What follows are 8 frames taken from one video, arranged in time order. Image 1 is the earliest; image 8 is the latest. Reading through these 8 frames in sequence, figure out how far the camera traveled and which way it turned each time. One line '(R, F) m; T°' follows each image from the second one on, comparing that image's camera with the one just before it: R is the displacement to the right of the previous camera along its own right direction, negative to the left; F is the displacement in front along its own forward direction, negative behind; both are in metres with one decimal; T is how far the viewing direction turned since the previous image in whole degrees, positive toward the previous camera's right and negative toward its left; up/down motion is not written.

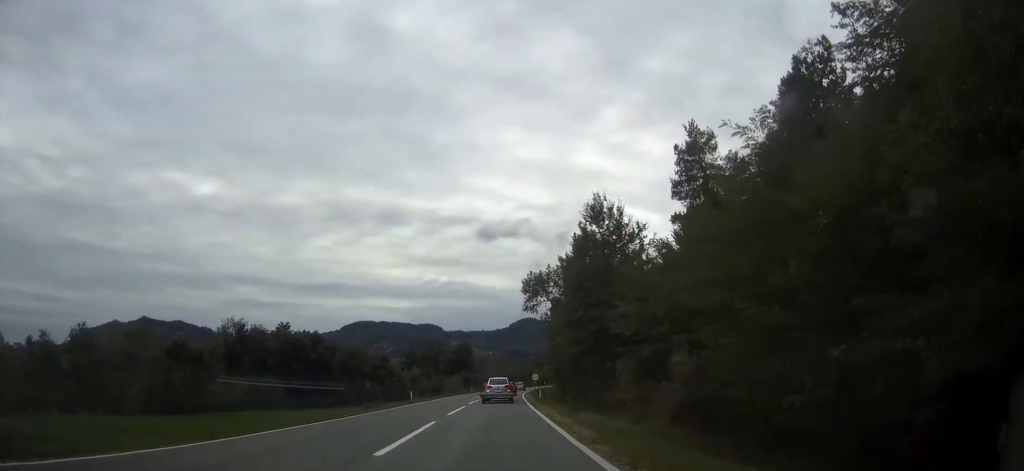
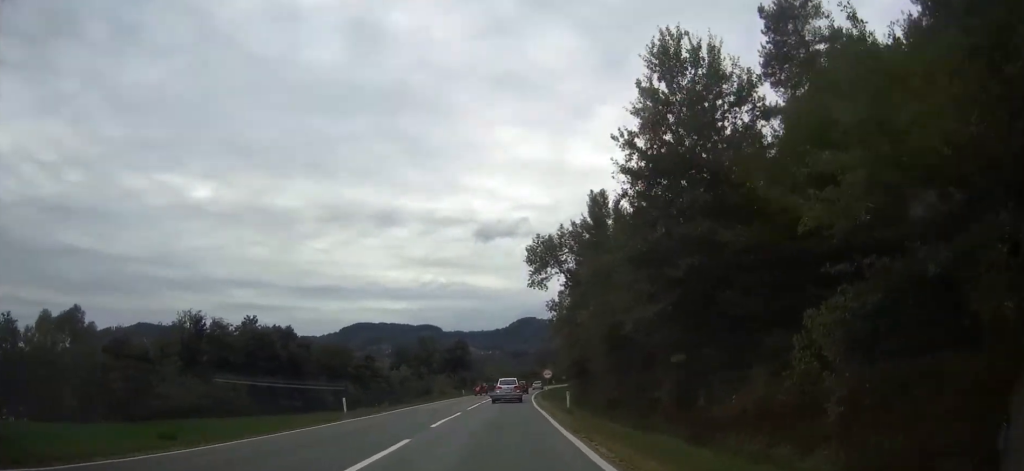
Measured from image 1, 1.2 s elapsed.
(0.0, +22.7) m; 0°
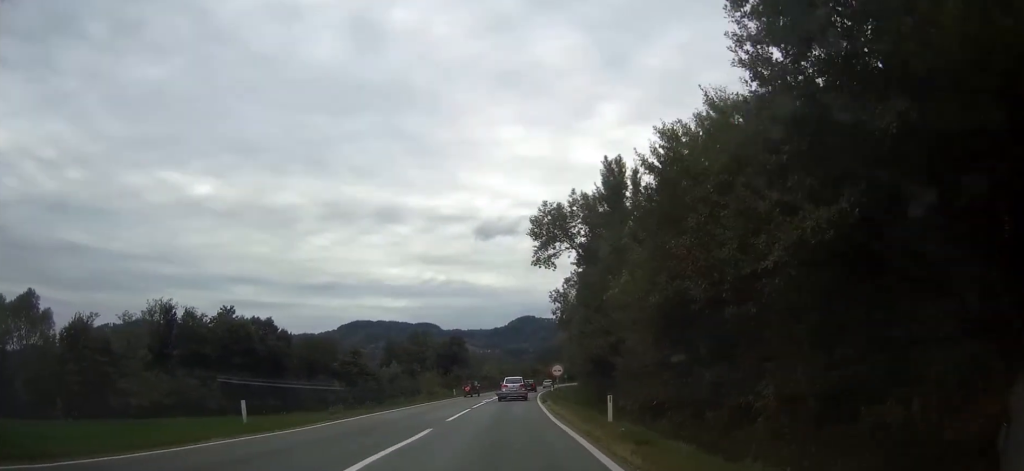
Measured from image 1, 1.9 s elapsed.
(0.0, +12.3) m; 0°
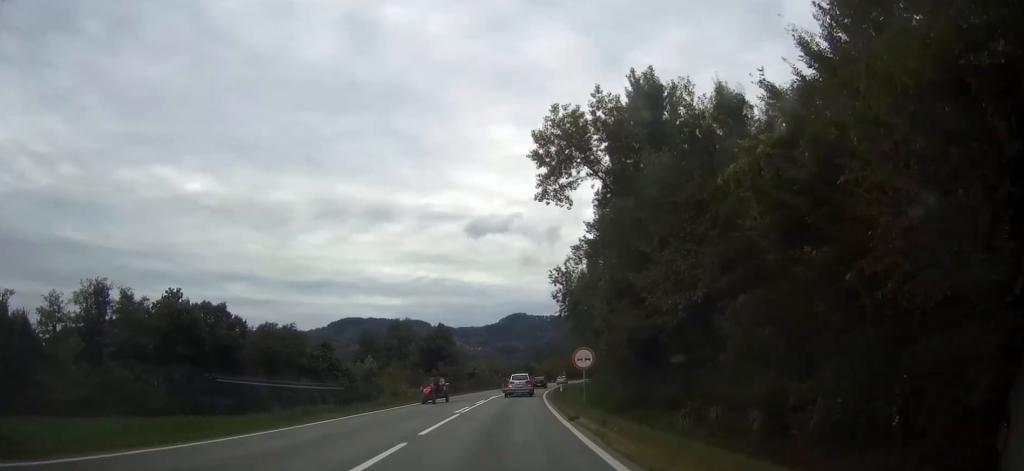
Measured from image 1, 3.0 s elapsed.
(0.0, +20.3) m; 0°
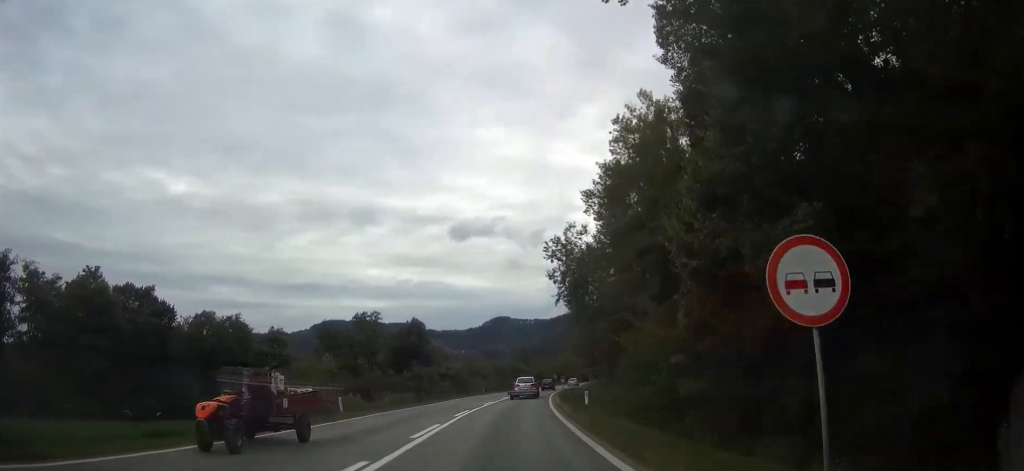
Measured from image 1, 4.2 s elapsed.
(+0.2, +22.1) m; +1°
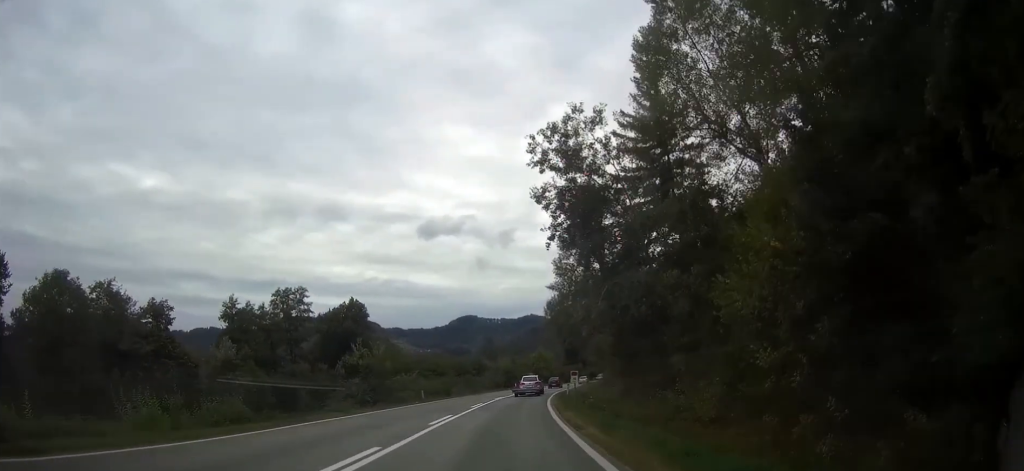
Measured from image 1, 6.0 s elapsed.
(+0.7, +33.0) m; +3°
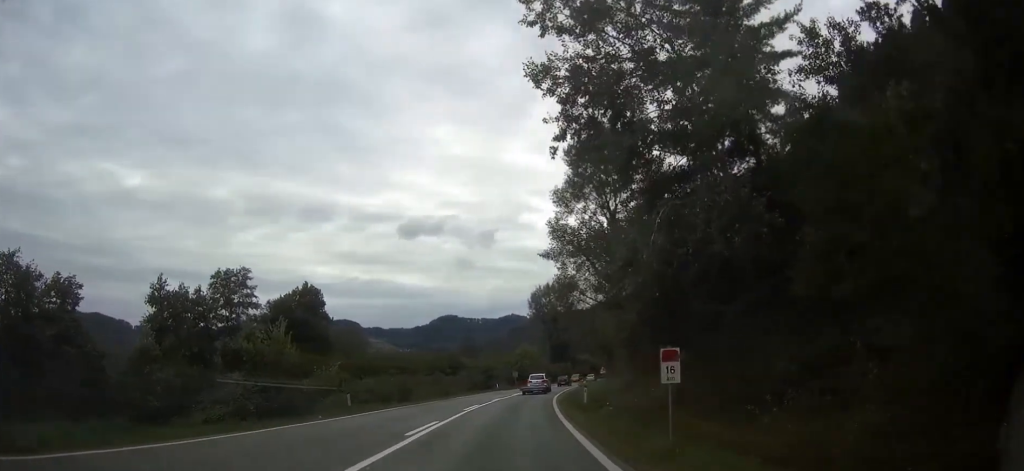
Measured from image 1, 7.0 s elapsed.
(+0.3, +18.3) m; +2°
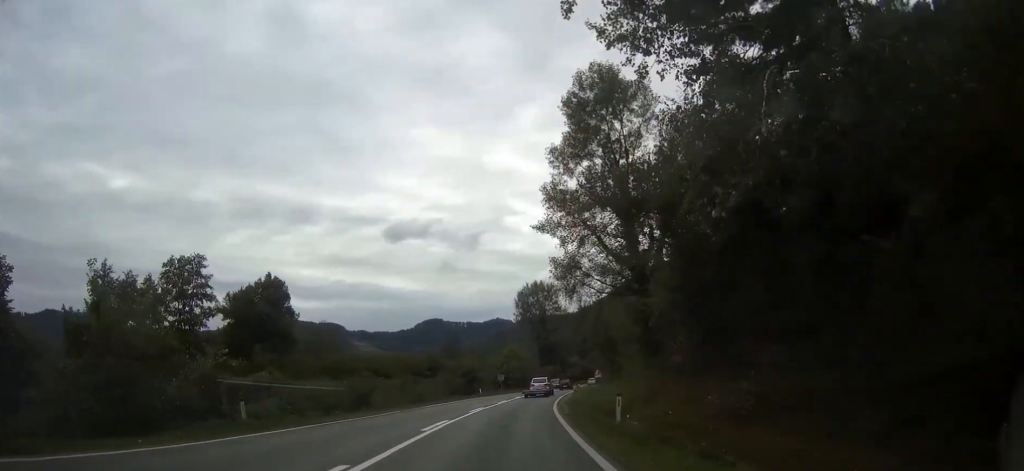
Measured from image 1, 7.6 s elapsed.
(+0.1, +11.0) m; +1°
